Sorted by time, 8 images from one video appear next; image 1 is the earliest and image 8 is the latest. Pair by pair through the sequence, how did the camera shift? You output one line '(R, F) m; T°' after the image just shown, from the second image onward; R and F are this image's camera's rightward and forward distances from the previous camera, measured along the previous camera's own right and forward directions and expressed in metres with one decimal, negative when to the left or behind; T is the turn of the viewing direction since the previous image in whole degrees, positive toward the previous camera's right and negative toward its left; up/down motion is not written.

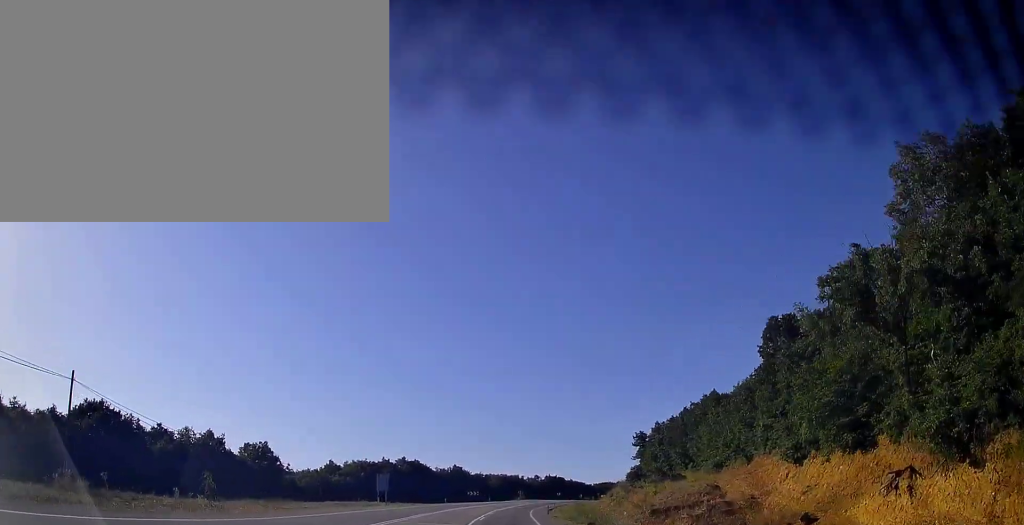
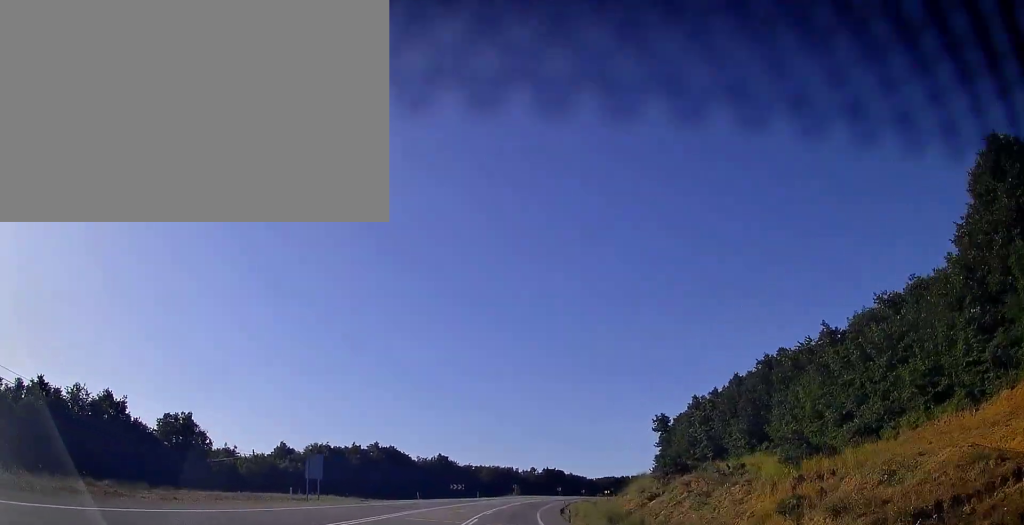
(0.0, +20.4) m; +1°
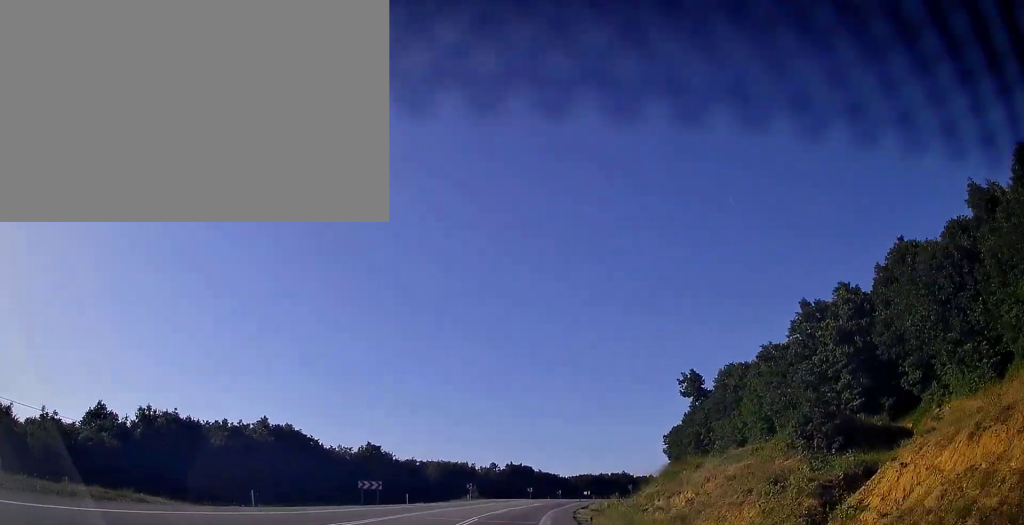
(+0.6, +34.2) m; +3°
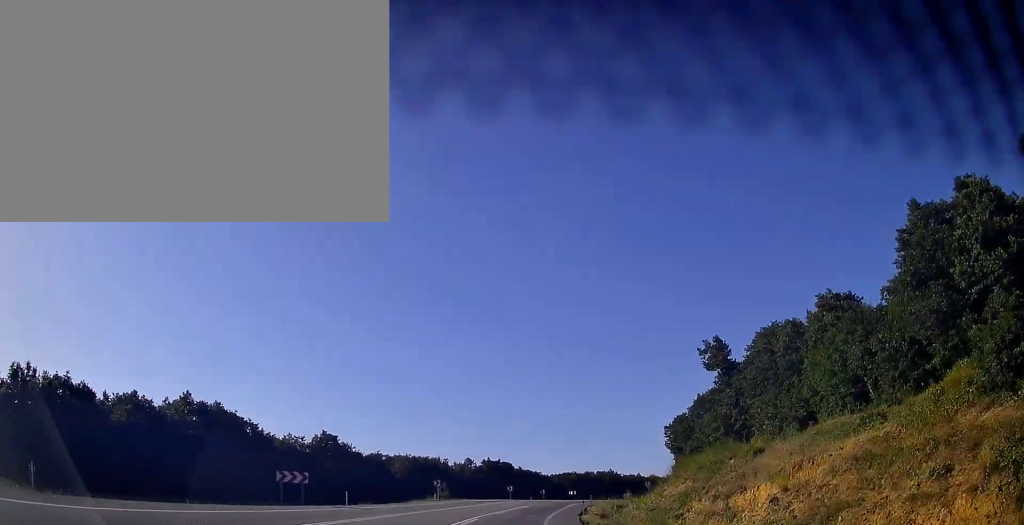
(+0.2, +13.8) m; +2°
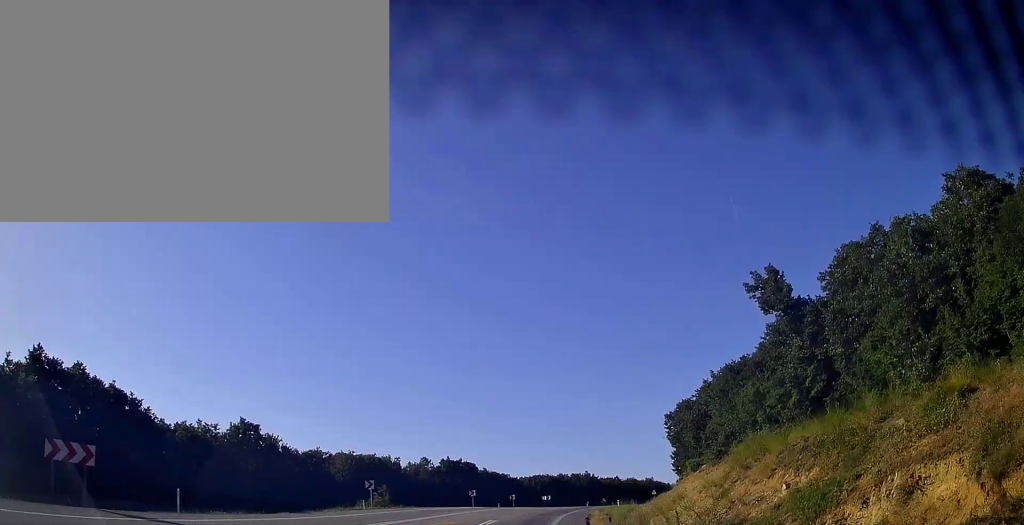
(+0.3, +17.5) m; +3°
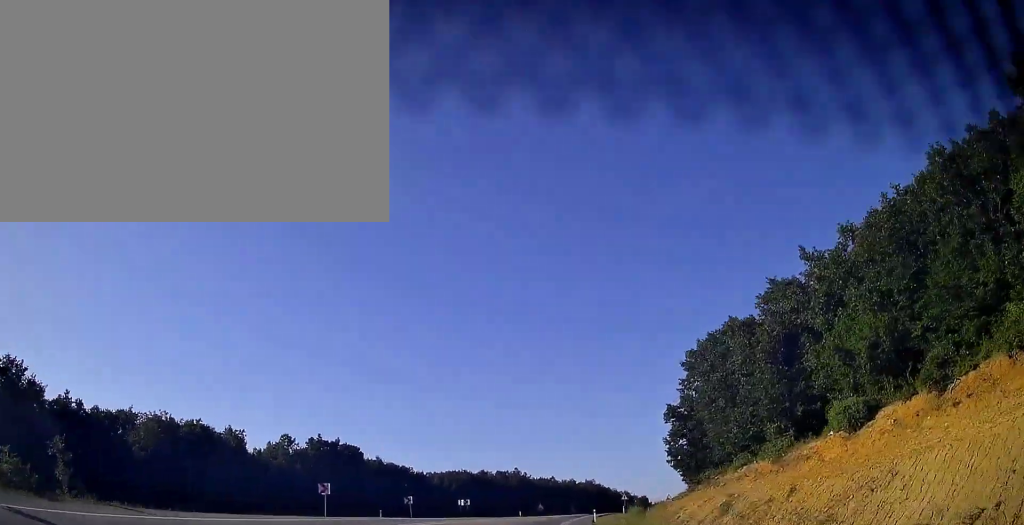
(+2.1, +33.1) m; +7°
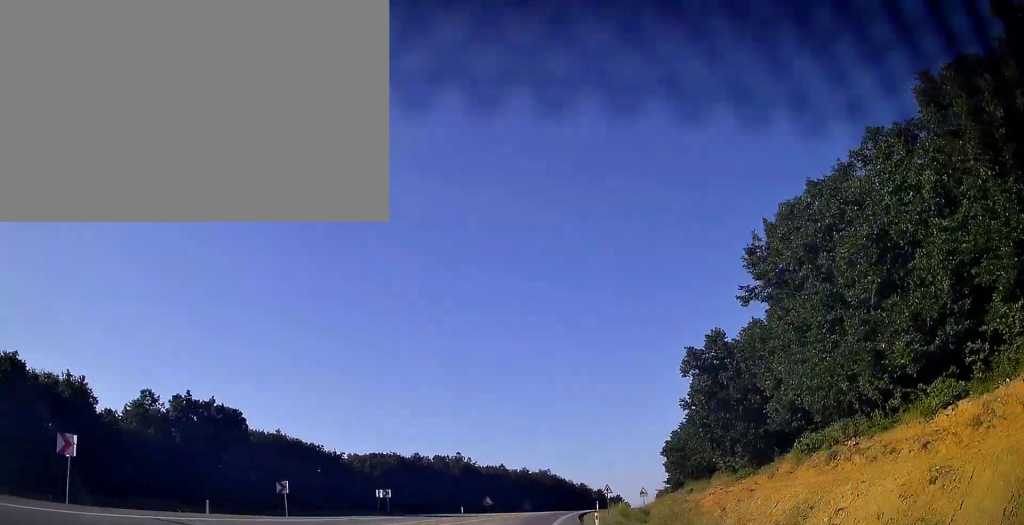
(+0.9, +19.6) m; +5°
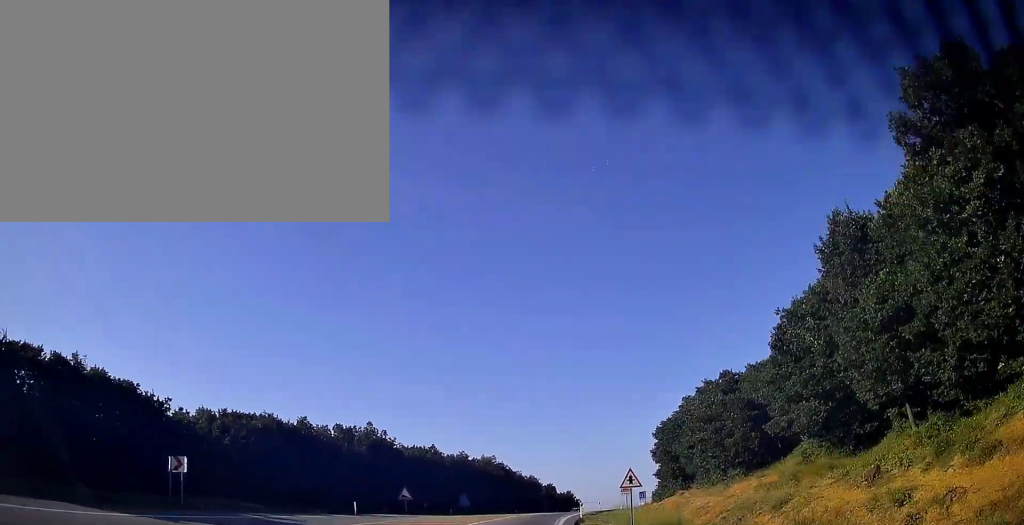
(+1.5, +25.8) m; +6°
